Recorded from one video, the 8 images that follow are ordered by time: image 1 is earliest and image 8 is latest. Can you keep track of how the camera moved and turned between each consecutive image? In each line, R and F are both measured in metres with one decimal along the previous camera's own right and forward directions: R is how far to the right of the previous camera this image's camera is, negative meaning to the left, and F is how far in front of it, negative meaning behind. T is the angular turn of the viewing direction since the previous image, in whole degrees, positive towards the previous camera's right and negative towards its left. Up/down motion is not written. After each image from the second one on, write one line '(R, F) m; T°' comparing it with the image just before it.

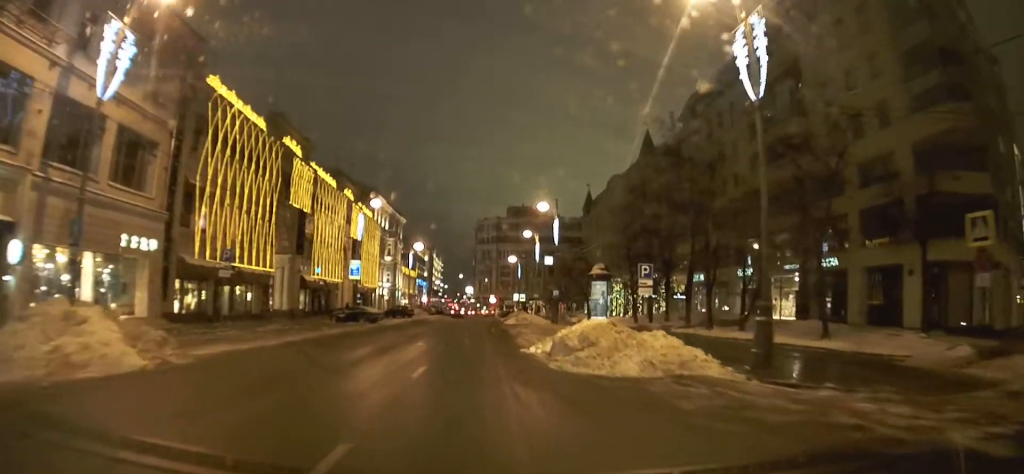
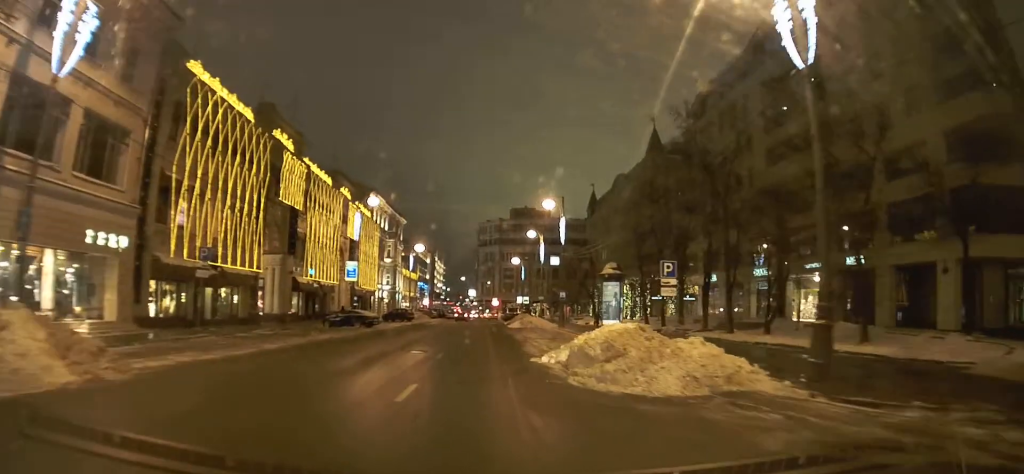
(0.0, +1.8) m; 0°
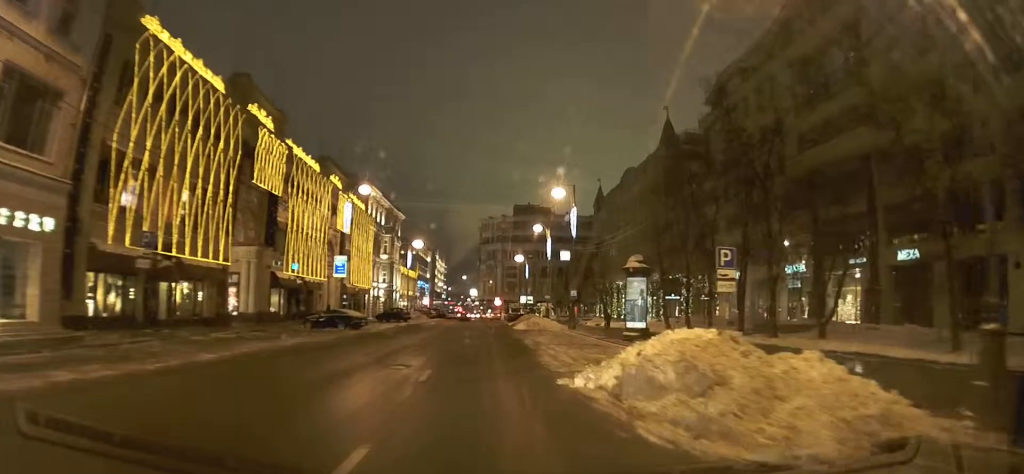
(-0.1, +3.5) m; +1°
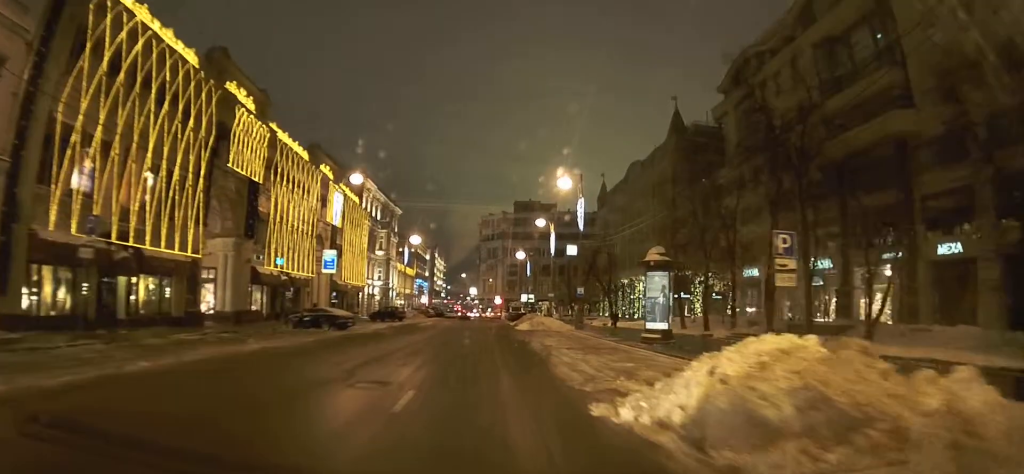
(0.0, +2.4) m; 0°
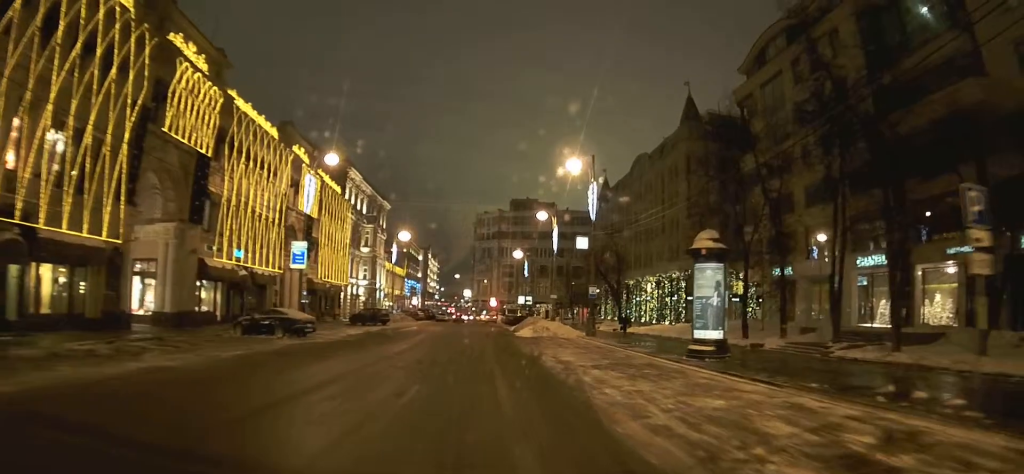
(0.0, +4.4) m; 0°
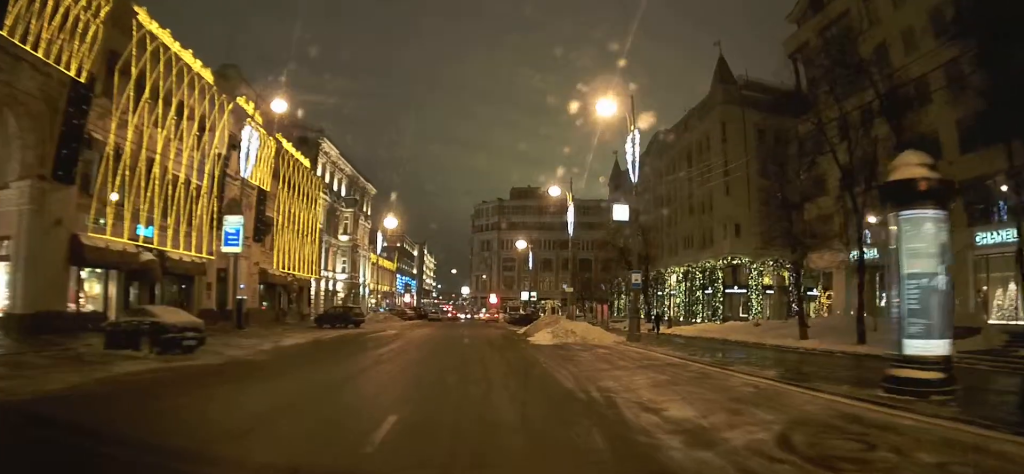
(+0.1, +7.7) m; +1°
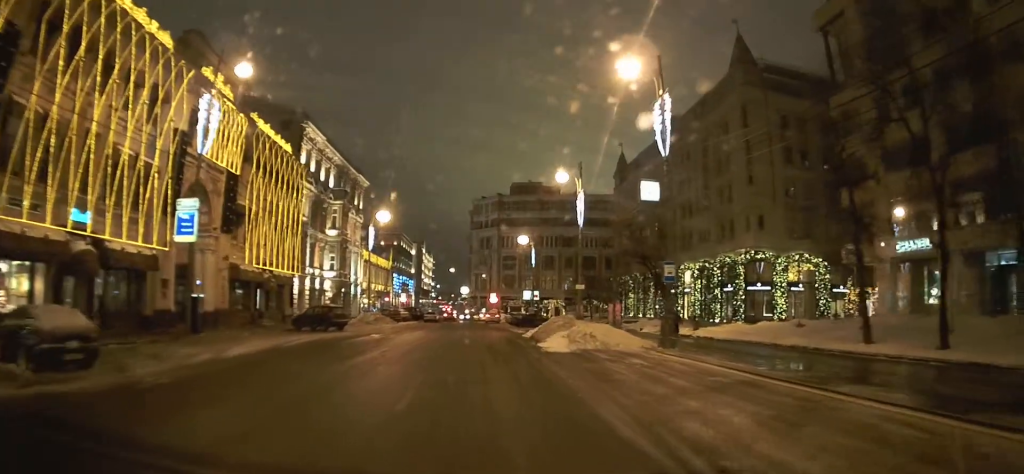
(-0.1, +3.7) m; -2°
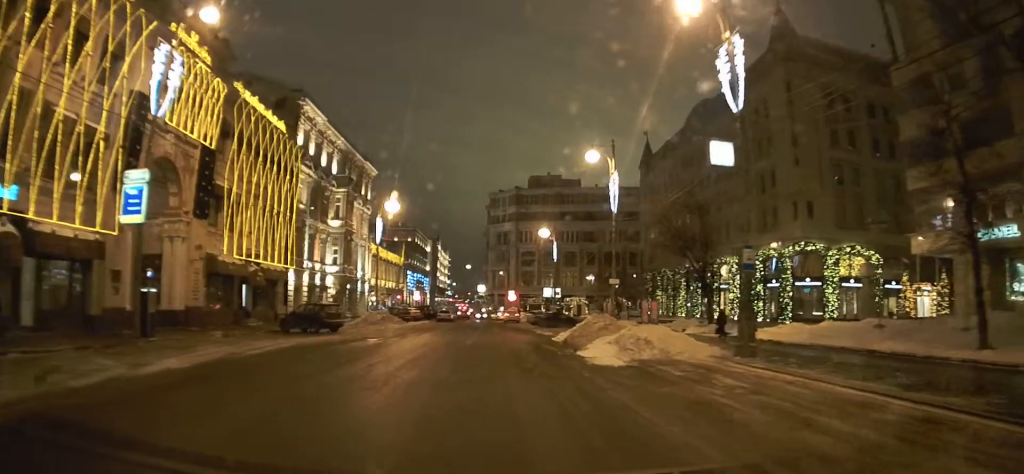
(-0.1, +4.2) m; -1°
